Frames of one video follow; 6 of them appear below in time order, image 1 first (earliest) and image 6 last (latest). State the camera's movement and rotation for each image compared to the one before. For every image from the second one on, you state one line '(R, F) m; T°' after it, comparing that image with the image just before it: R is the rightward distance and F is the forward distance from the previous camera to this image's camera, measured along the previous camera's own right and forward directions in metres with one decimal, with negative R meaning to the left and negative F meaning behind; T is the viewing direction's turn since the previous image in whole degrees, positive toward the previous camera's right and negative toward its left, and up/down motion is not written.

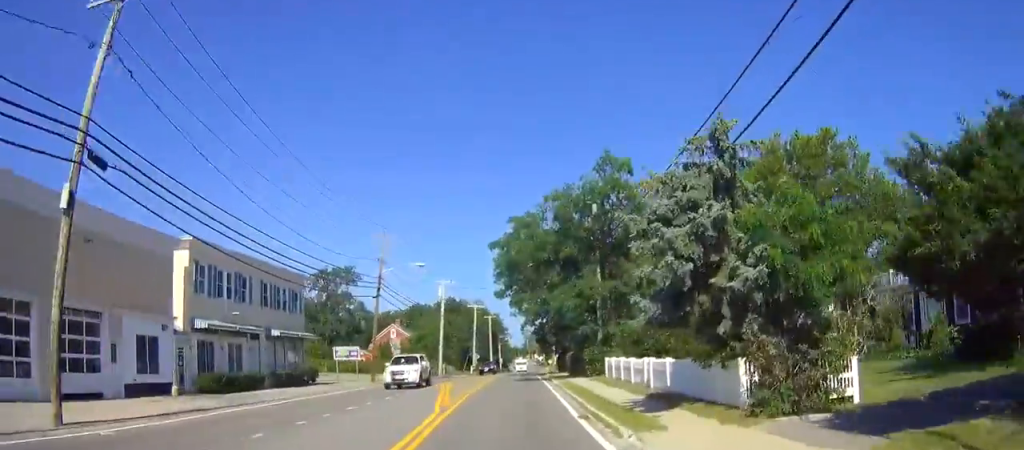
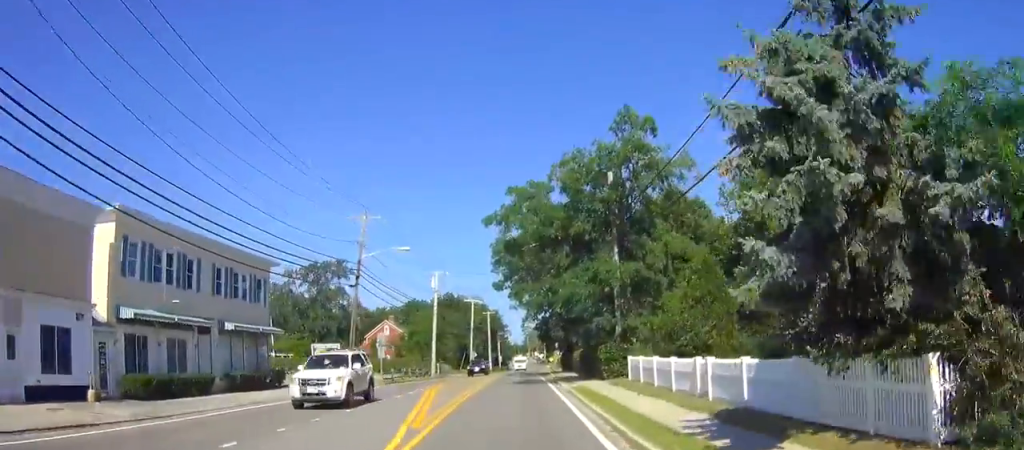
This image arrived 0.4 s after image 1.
(0.0, +6.2) m; 0°
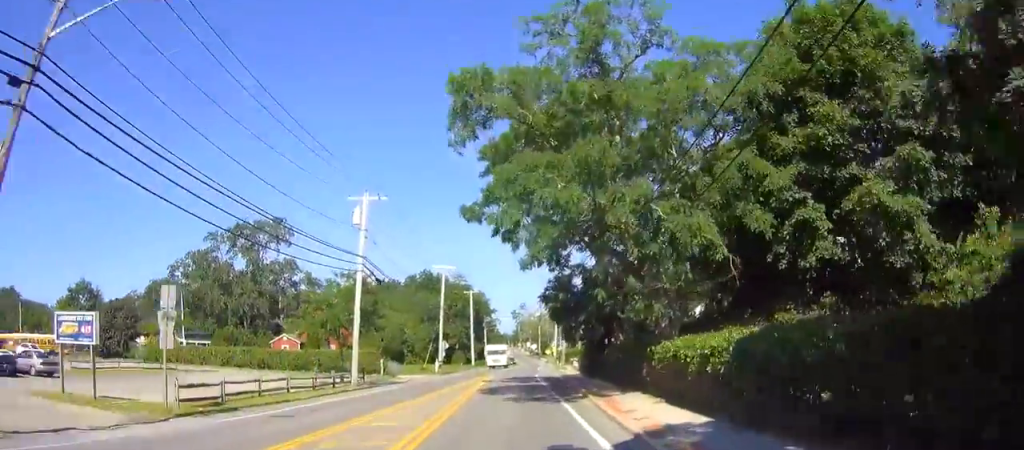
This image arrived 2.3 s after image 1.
(-3.8, +28.9) m; -14°
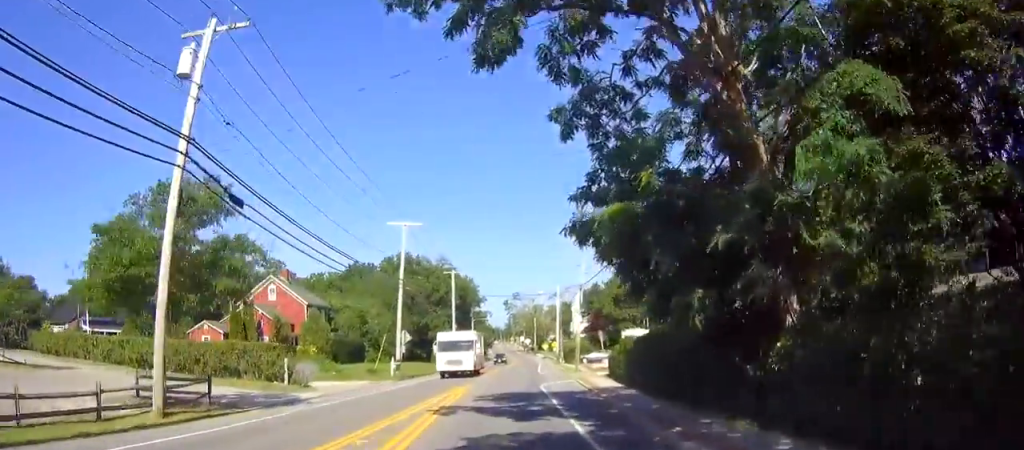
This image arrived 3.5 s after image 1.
(-0.3, +20.5) m; 0°
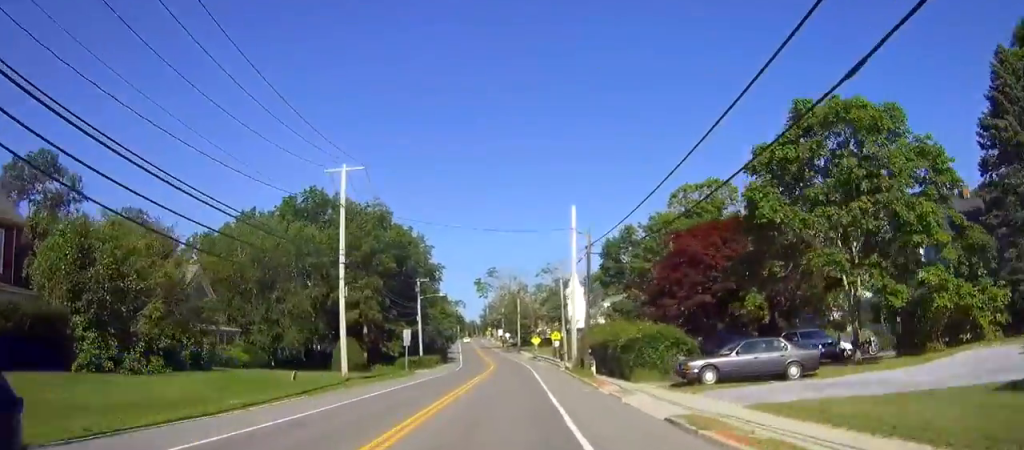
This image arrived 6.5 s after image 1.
(+1.0, +48.2) m; +1°
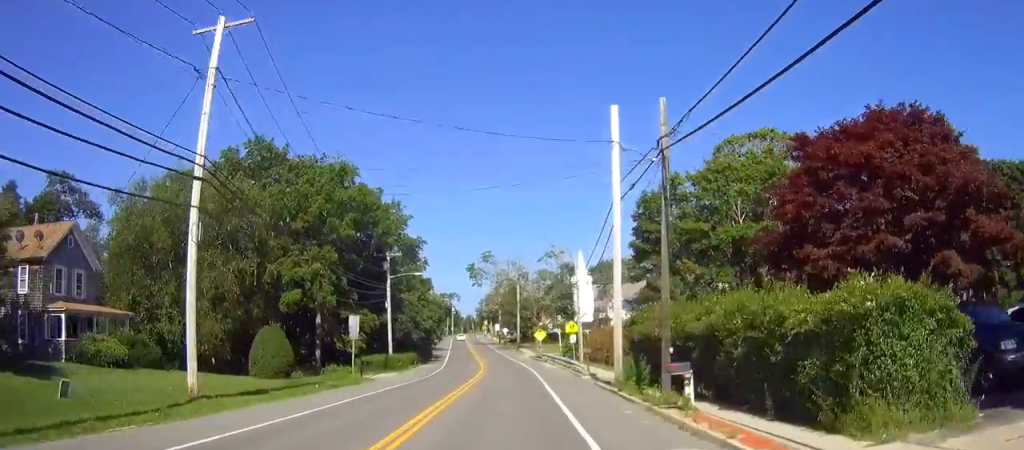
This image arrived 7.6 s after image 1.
(0.0, +18.7) m; 0°
